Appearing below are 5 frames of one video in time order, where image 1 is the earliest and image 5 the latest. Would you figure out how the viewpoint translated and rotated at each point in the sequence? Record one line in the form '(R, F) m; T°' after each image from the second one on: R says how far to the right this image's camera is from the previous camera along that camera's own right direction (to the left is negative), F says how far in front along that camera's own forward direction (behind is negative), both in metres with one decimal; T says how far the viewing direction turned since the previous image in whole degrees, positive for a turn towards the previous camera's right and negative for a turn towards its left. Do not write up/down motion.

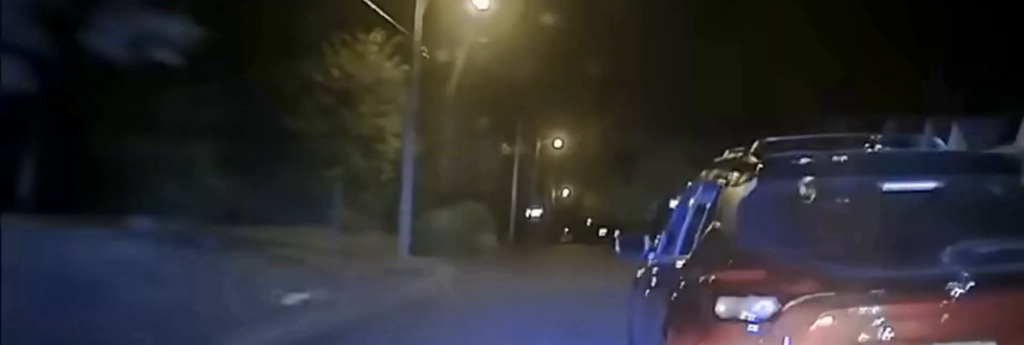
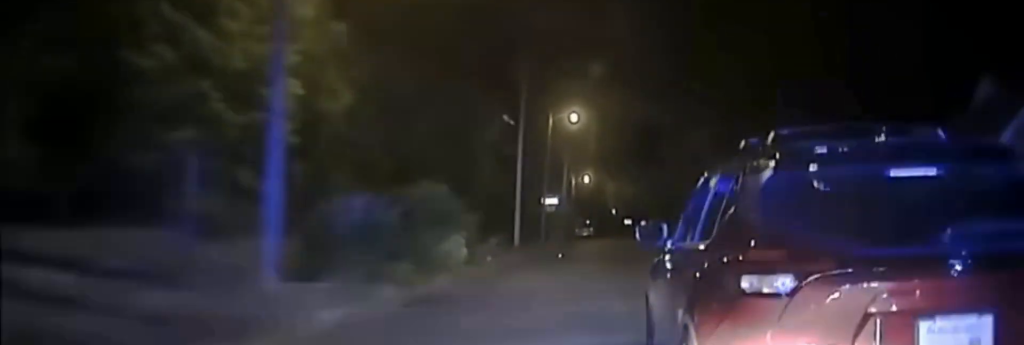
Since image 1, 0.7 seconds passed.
(0.0, +12.6) m; -1°
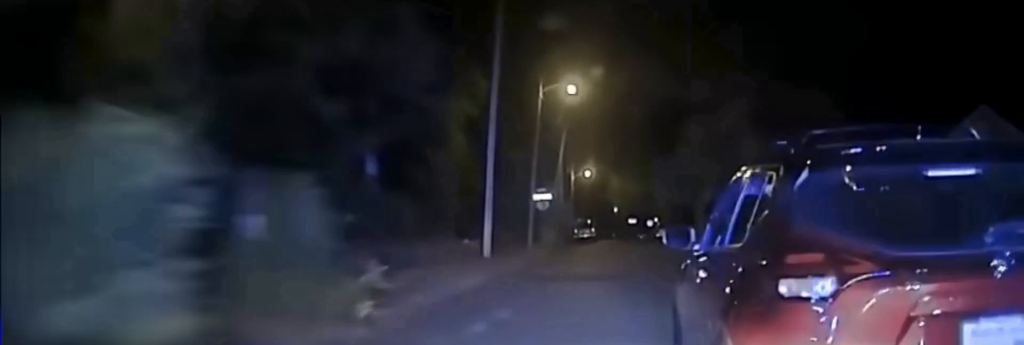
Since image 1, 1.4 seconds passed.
(-0.1, +14.0) m; -1°
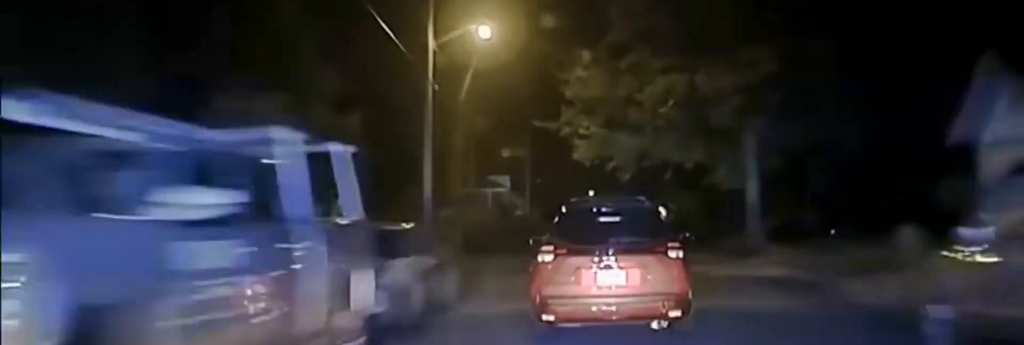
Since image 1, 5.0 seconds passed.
(+1.1, +70.7) m; +3°
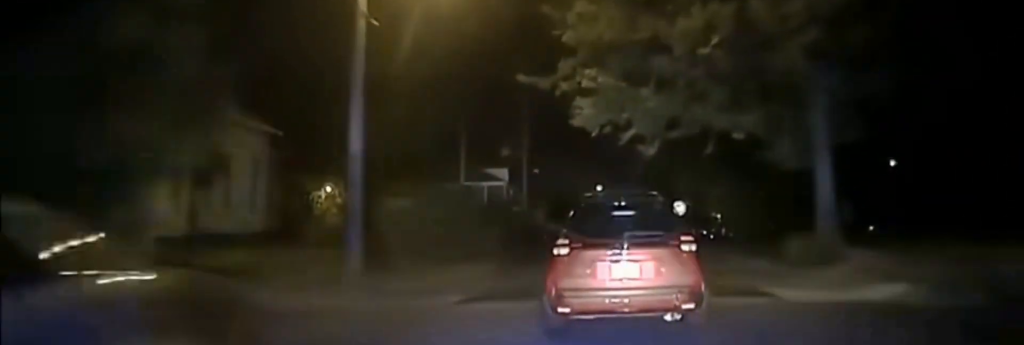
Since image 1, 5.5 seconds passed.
(+0.1, +7.6) m; 0°
